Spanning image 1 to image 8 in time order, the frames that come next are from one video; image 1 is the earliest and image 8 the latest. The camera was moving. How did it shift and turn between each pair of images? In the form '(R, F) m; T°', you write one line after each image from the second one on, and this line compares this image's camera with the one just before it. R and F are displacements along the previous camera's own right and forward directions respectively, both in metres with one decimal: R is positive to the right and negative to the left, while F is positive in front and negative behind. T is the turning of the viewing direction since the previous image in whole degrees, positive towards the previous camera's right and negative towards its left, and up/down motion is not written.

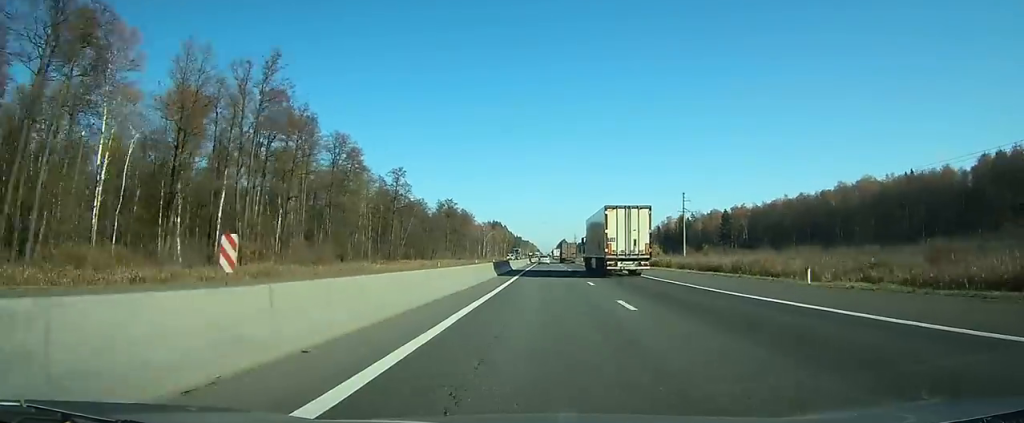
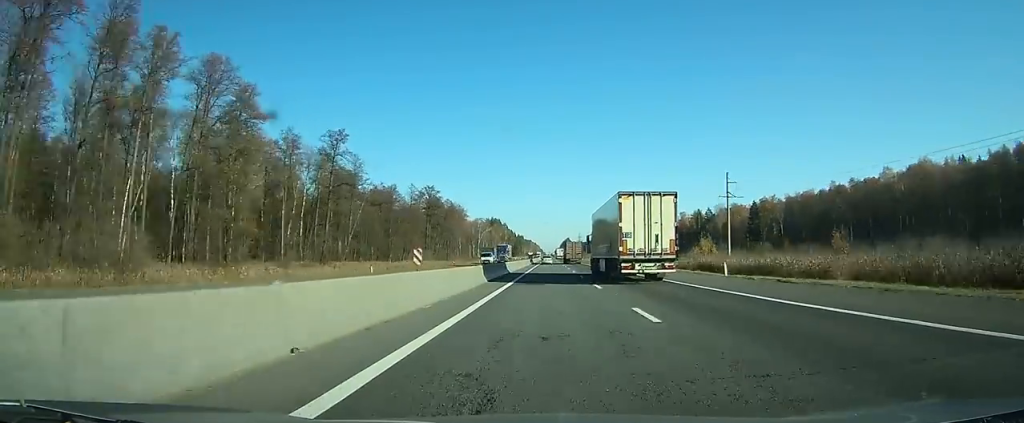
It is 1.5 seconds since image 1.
(-0.1, +38.4) m; 0°
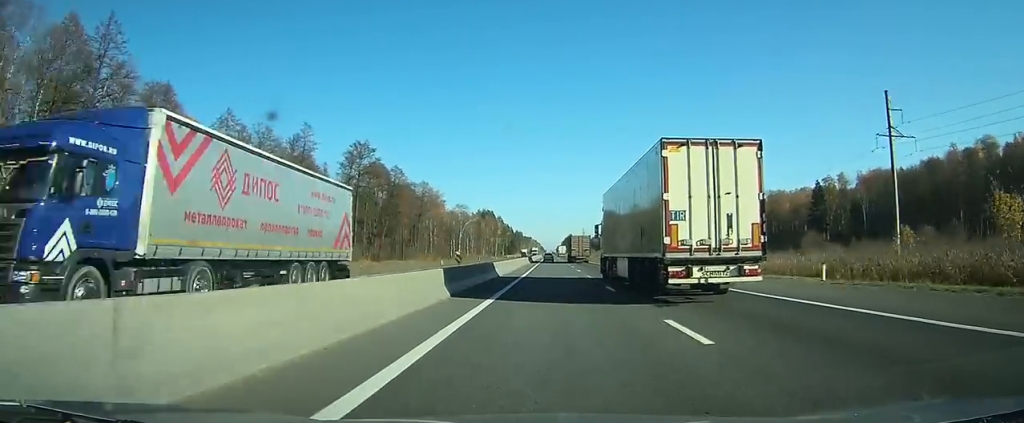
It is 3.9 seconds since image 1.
(0.0, +65.3) m; 0°
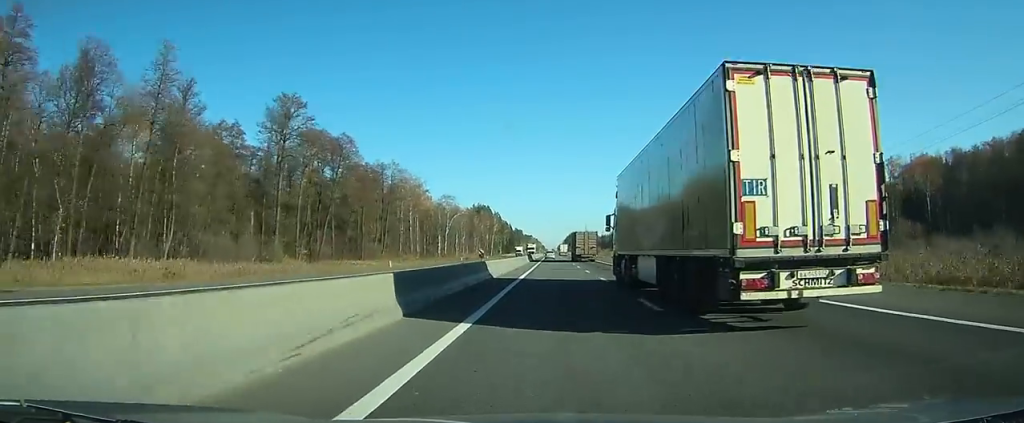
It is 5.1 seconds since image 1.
(0.0, +32.3) m; 0°
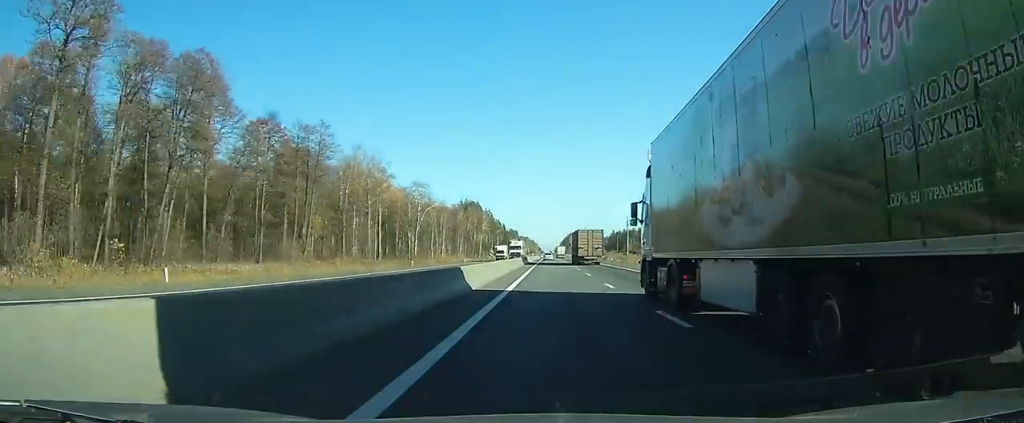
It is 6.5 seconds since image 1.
(0.0, +38.5) m; 0°
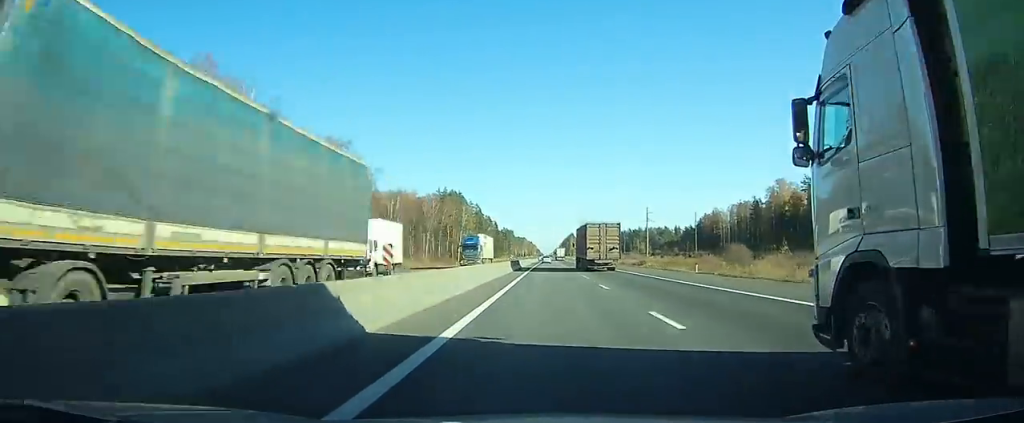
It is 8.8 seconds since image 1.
(+0.2, +57.8) m; 0°
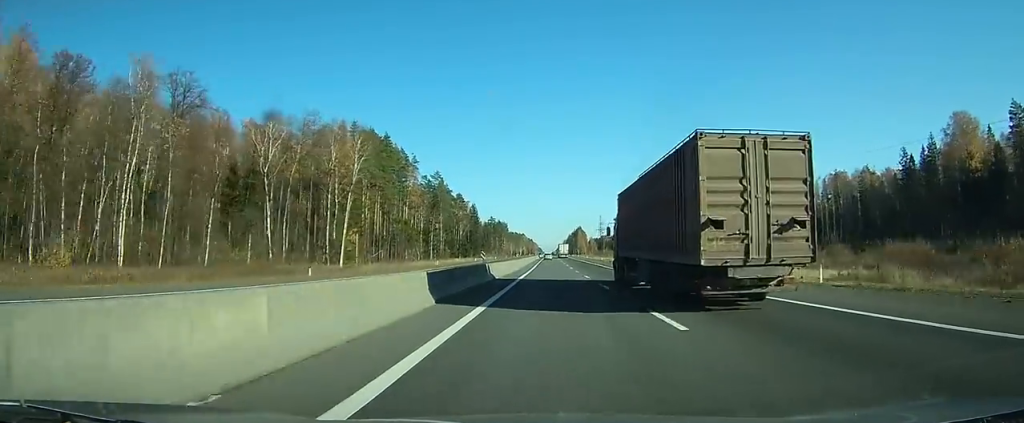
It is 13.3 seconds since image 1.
(+0.3, +121.0) m; 0°
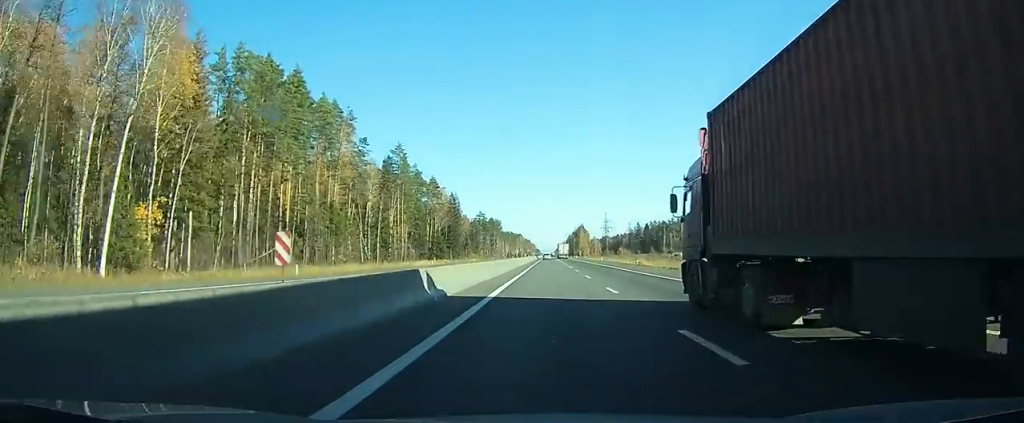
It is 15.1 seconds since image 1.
(+0.1, +52.5) m; 0°
